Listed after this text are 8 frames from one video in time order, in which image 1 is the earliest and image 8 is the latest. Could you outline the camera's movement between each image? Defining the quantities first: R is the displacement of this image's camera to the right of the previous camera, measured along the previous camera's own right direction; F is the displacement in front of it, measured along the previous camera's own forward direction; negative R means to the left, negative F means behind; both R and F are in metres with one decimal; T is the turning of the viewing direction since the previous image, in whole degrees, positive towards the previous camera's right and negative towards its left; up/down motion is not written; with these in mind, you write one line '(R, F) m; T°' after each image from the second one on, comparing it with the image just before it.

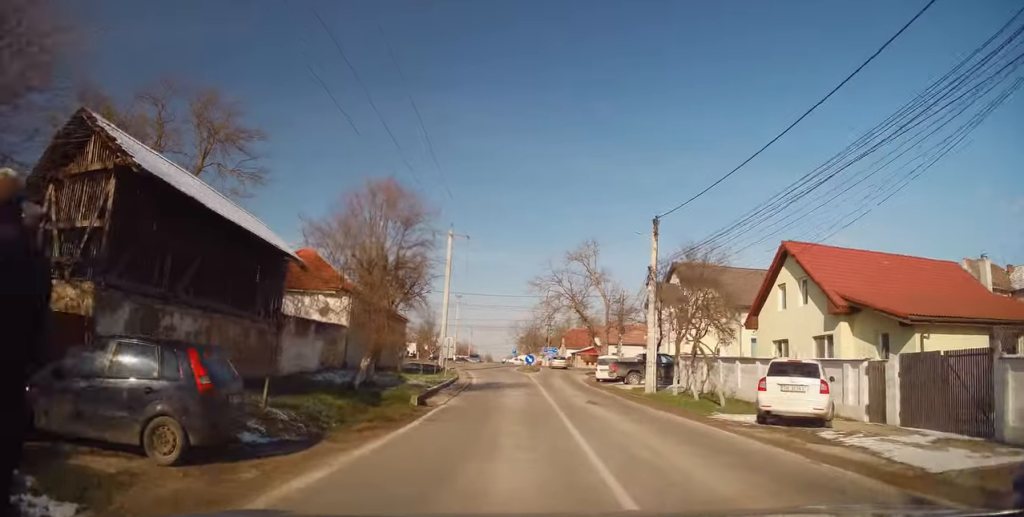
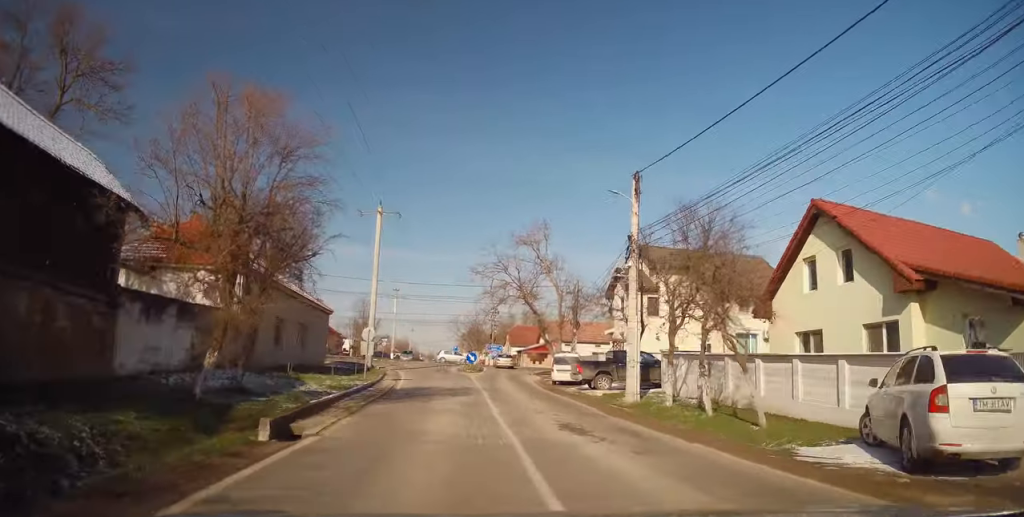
(+0.3, +6.8) m; +5°
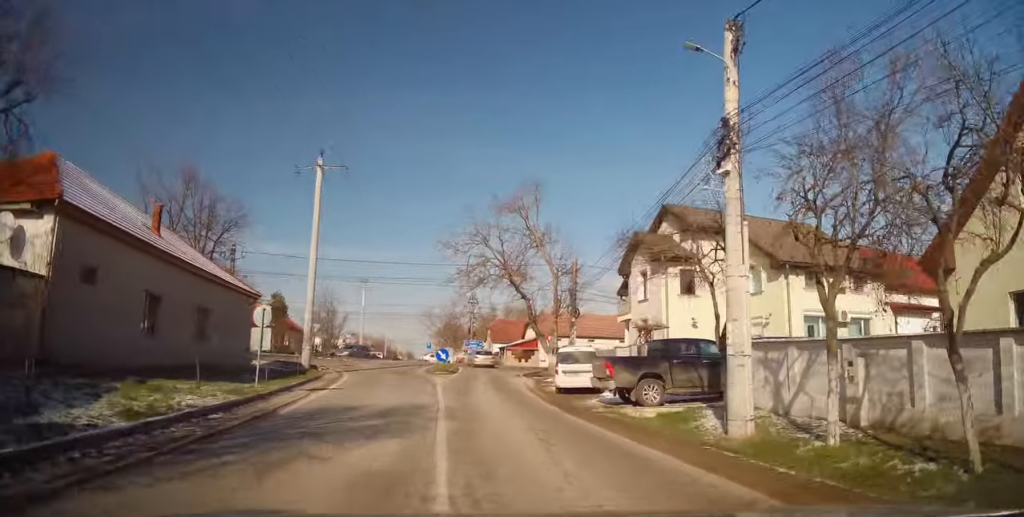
(+0.5, +9.5) m; +2°
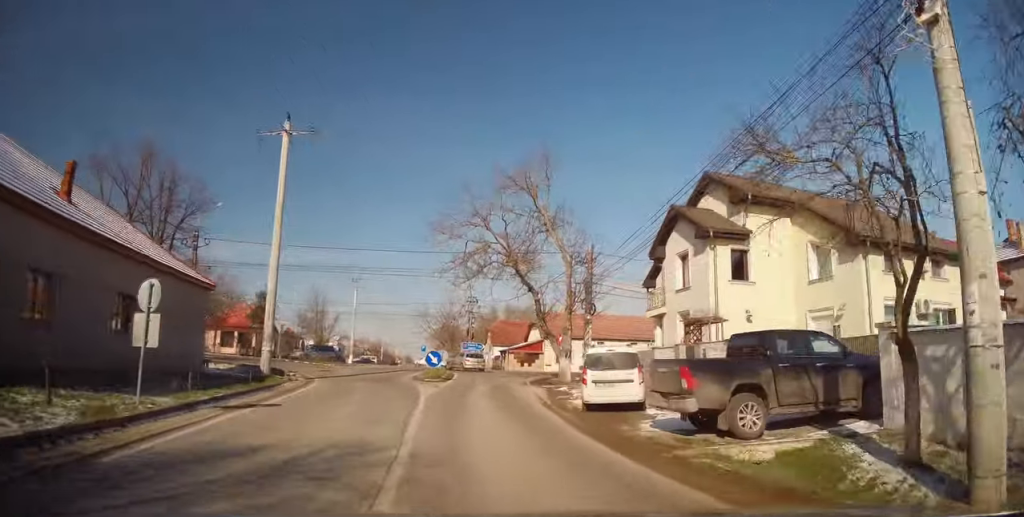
(-0.2, +5.3) m; -2°
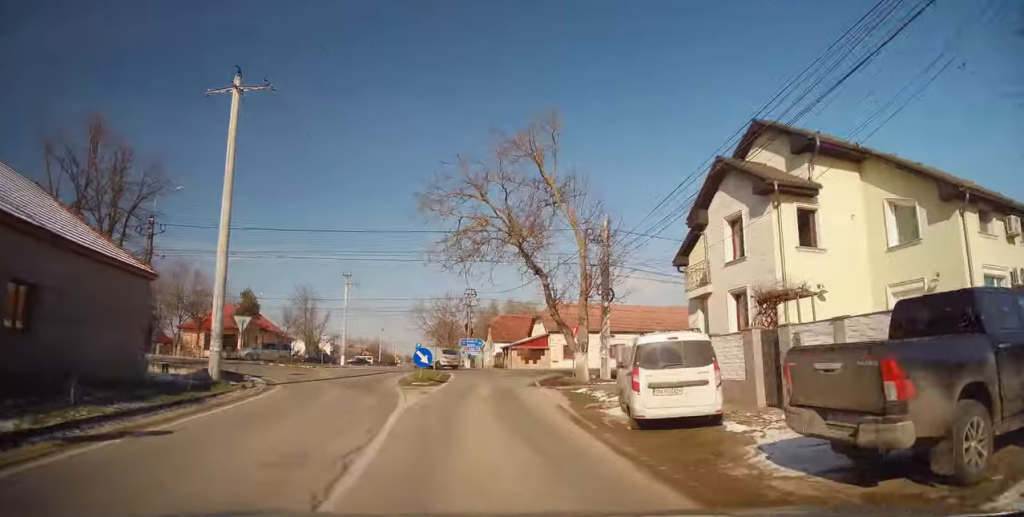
(-0.1, +4.6) m; 0°
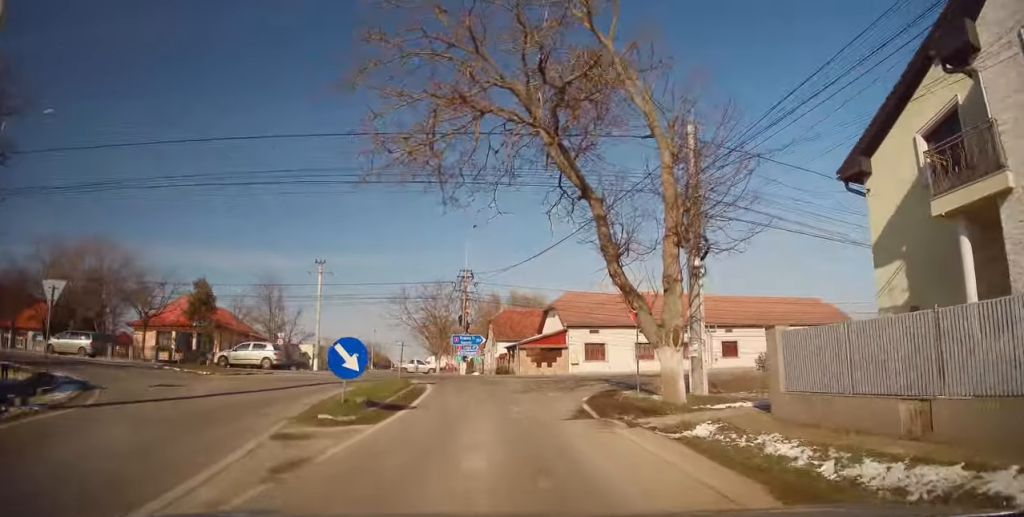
(+0.3, +11.5) m; +2°
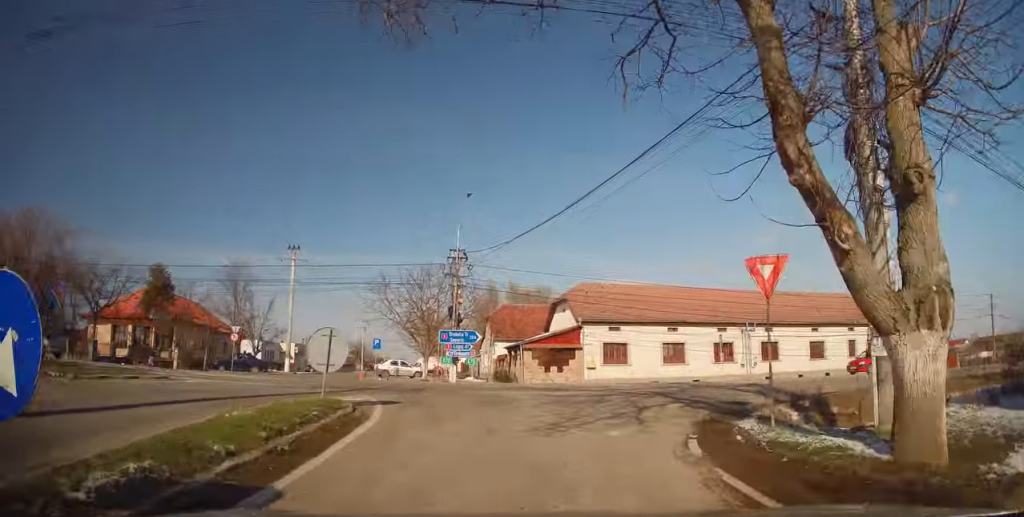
(-0.1, +7.9) m; +1°
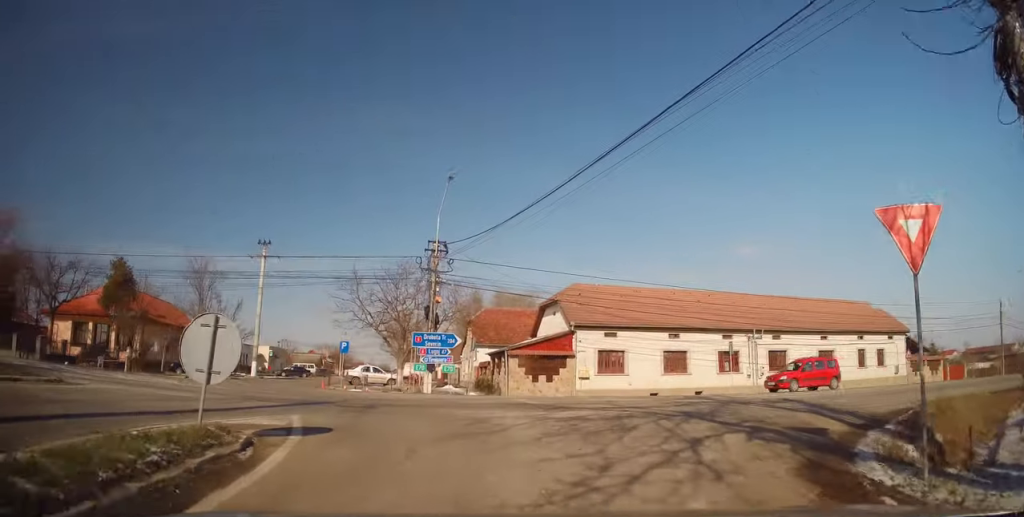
(0.0, +4.0) m; +2°
